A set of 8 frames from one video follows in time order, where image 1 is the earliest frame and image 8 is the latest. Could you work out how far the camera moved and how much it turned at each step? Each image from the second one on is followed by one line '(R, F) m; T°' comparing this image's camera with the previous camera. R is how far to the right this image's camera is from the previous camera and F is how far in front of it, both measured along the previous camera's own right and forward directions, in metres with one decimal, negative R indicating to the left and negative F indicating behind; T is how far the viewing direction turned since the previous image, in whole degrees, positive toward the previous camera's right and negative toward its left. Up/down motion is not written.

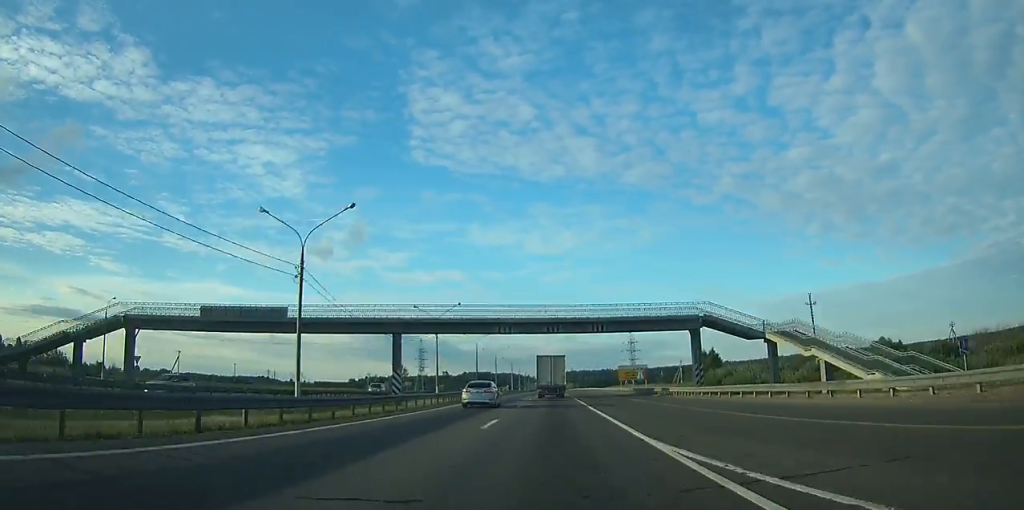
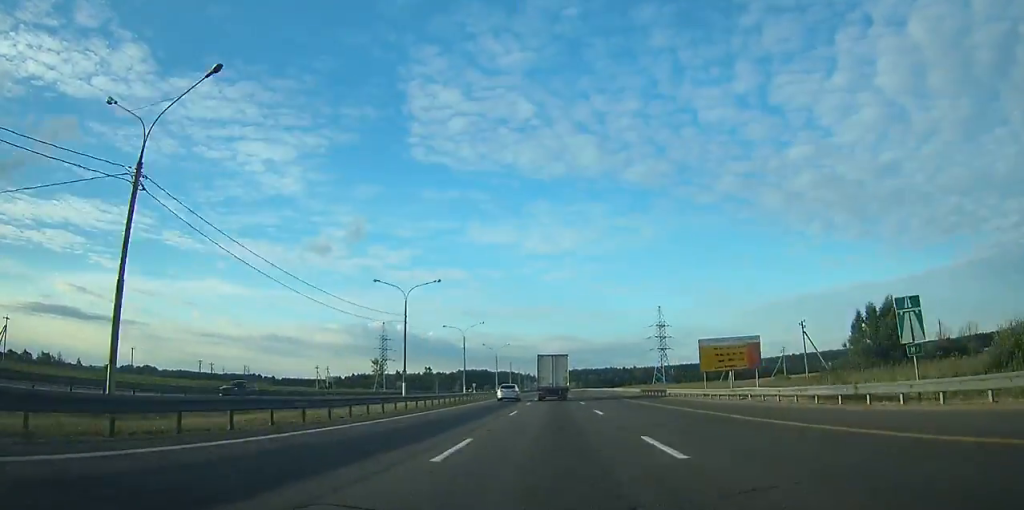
(-0.1, +58.5) m; 0°
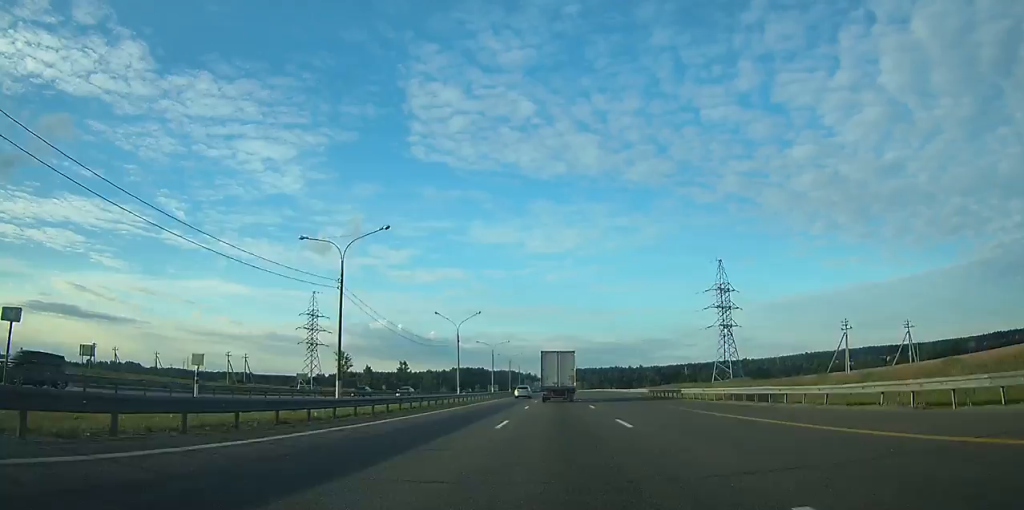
(+0.1, +58.8) m; 0°
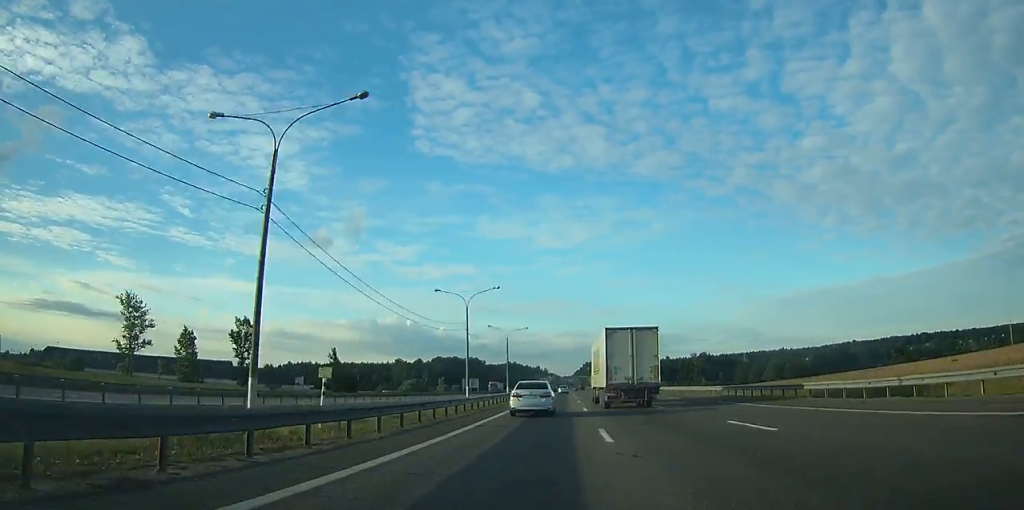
(-1.0, +147.5) m; 0°
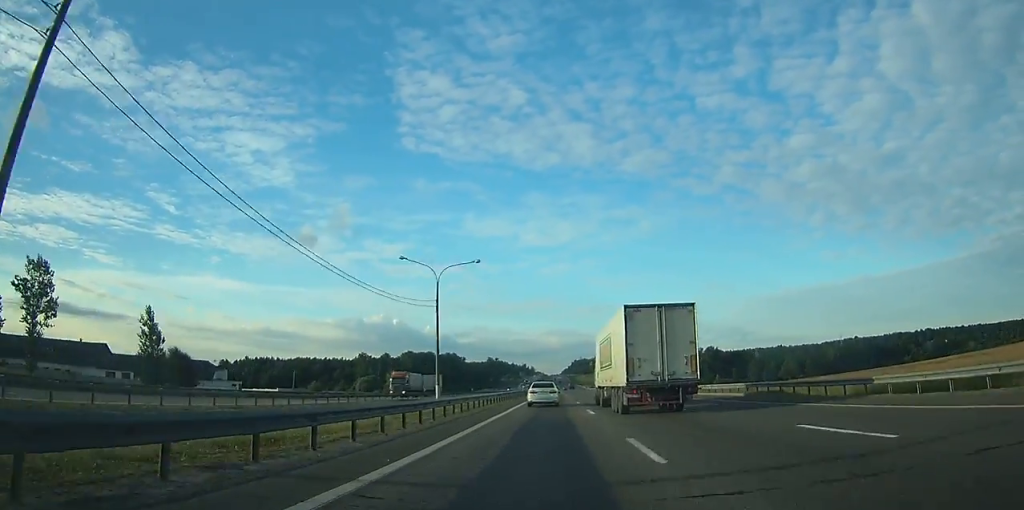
(+0.1, +48.8) m; 0°
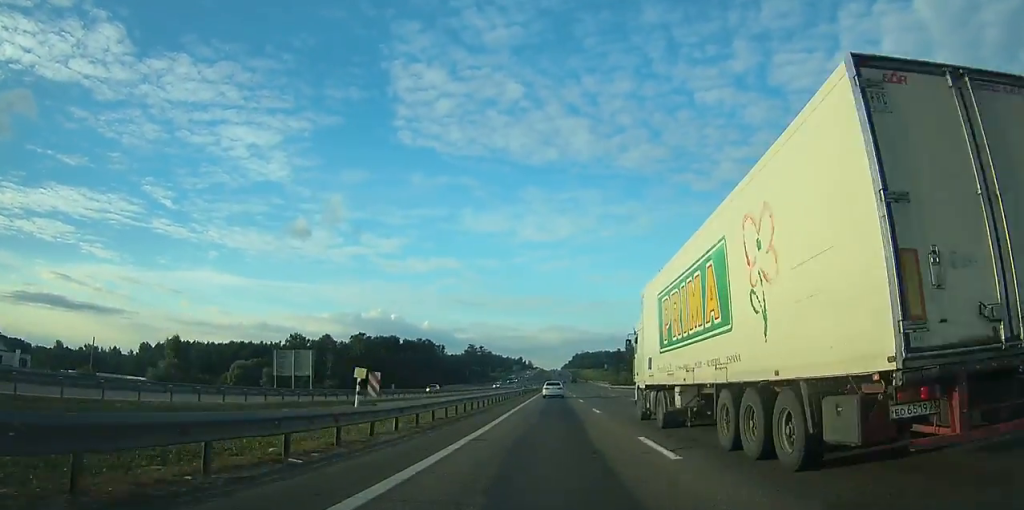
(+0.5, +89.8) m; 0°
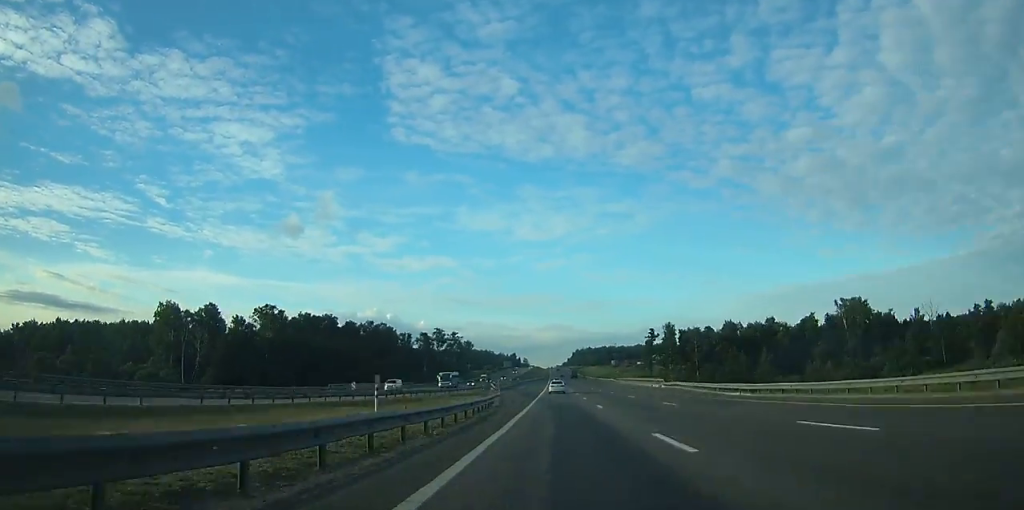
(+0.2, +91.4) m; 0°
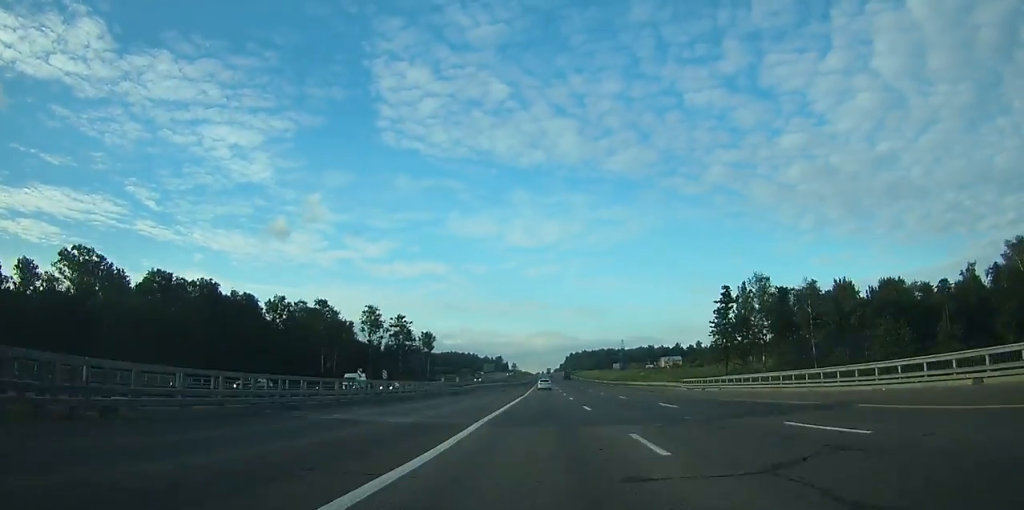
(+0.3, +85.4) m; +1°
